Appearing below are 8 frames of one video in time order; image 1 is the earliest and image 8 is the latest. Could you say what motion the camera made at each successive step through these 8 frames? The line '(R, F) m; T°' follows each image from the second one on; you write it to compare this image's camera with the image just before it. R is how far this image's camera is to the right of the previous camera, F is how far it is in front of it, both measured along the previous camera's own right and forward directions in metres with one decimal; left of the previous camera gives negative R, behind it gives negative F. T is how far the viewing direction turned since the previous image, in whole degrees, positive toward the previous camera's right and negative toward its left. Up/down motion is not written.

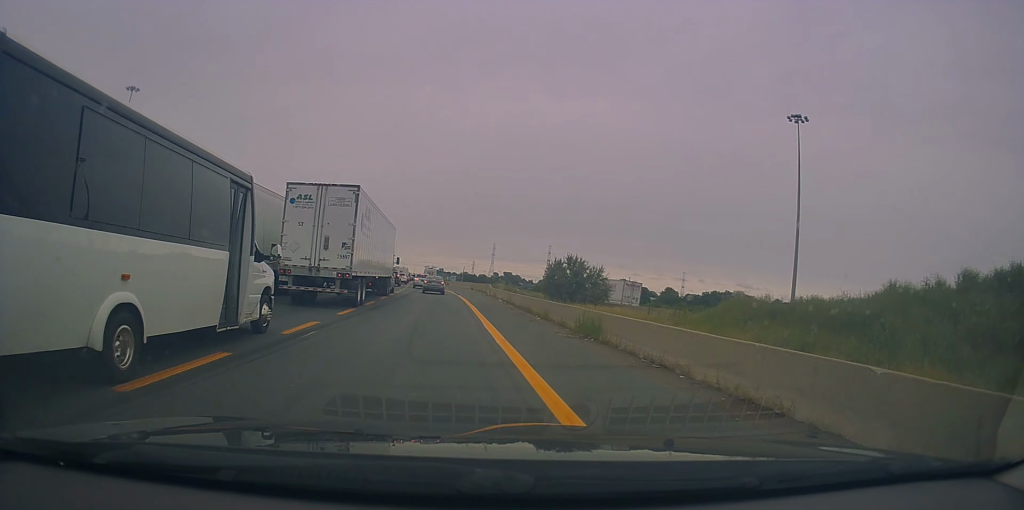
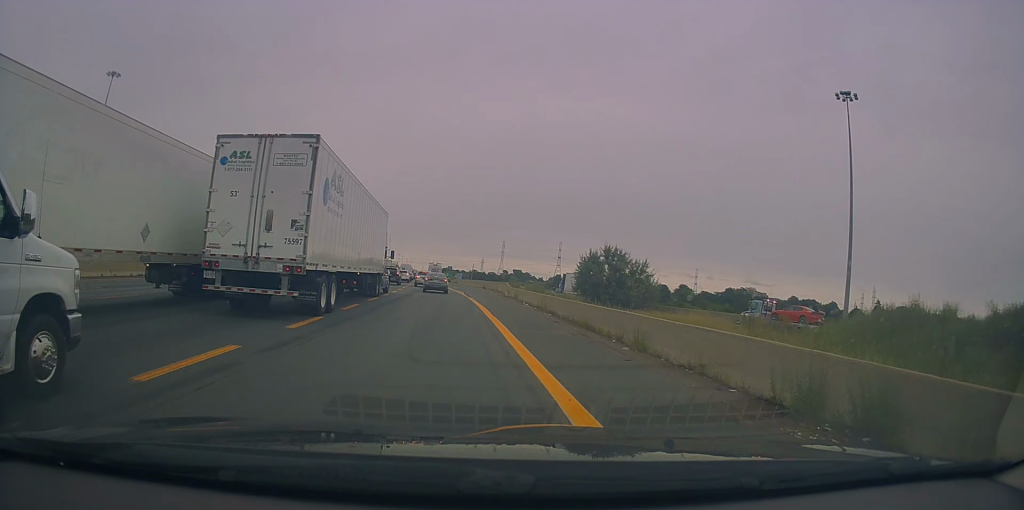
(+0.1, +11.3) m; -1°
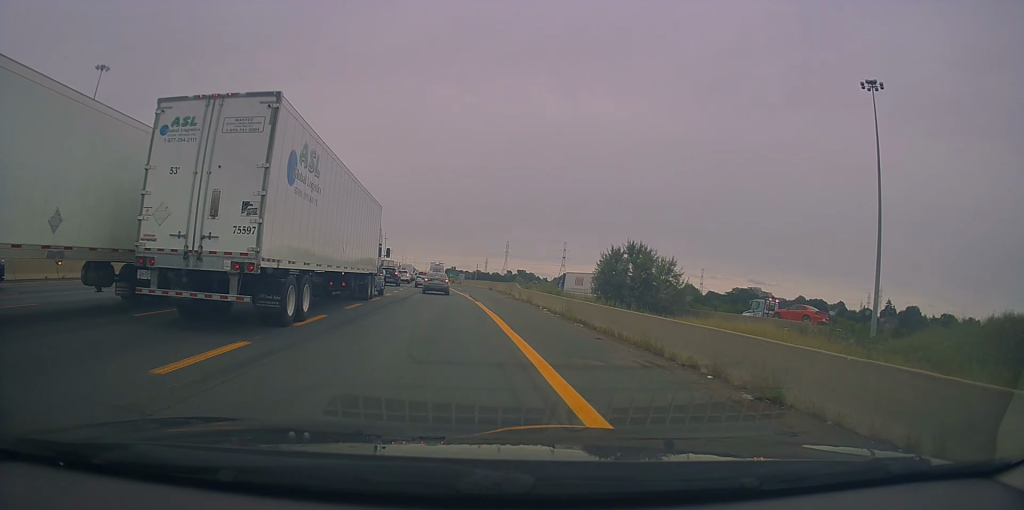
(-0.3, +5.4) m; -1°
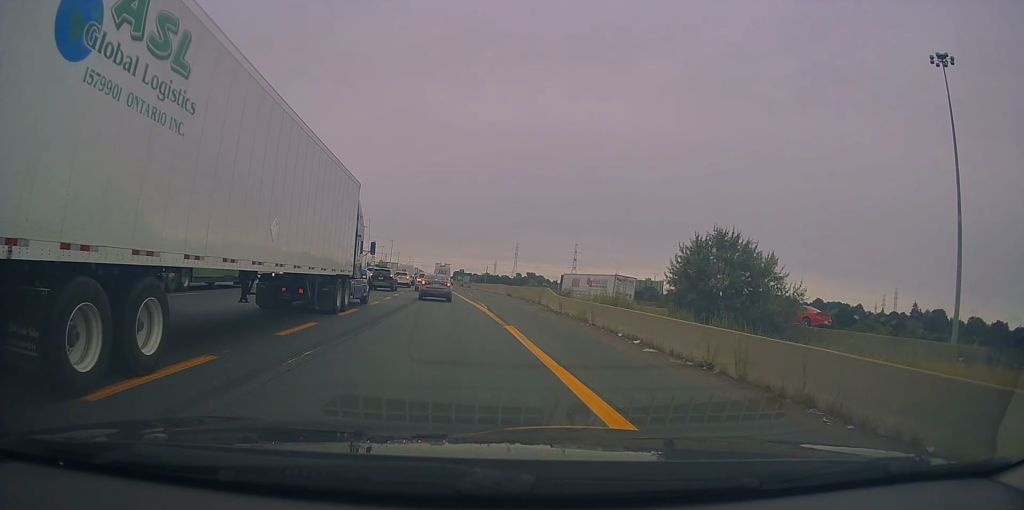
(0.0, +13.4) m; +1°
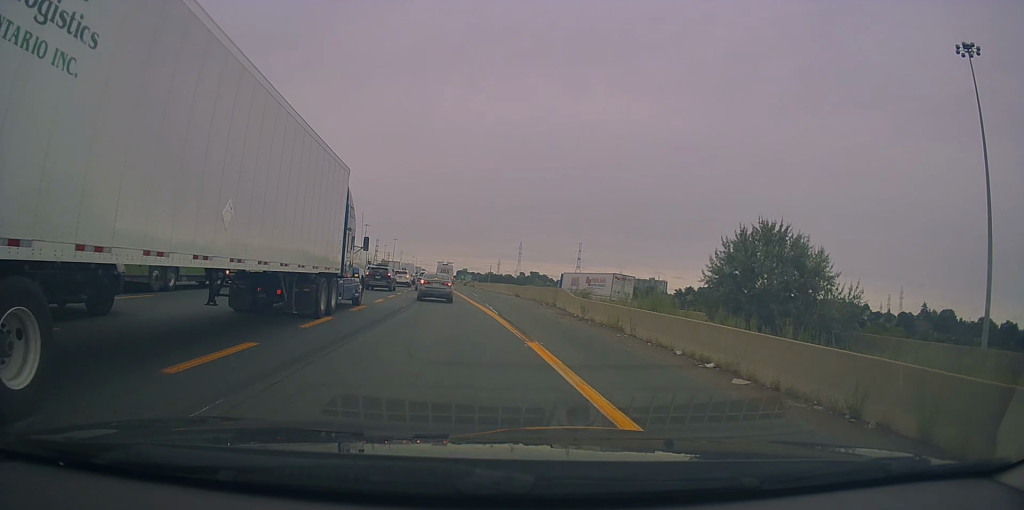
(+0.1, +4.2) m; -1°
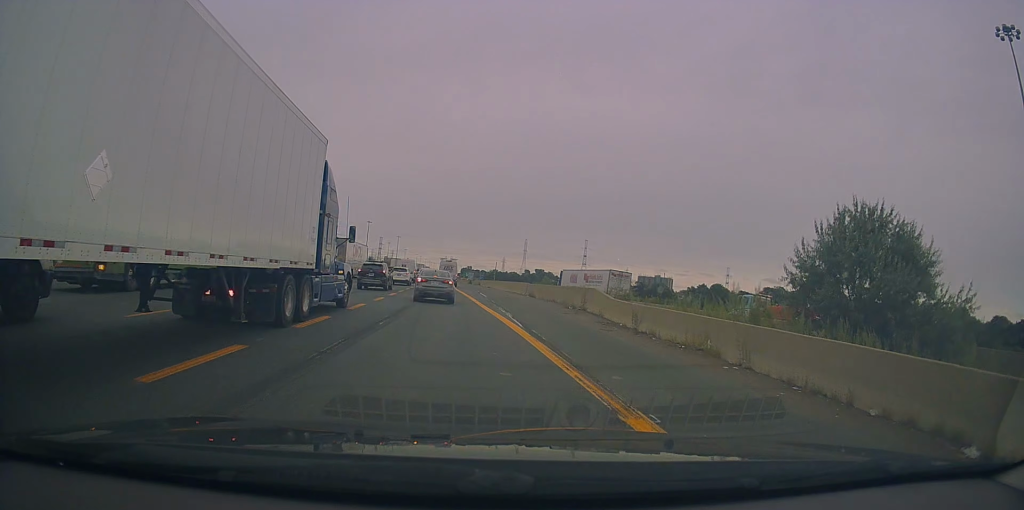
(+0.1, +6.5) m; -2°
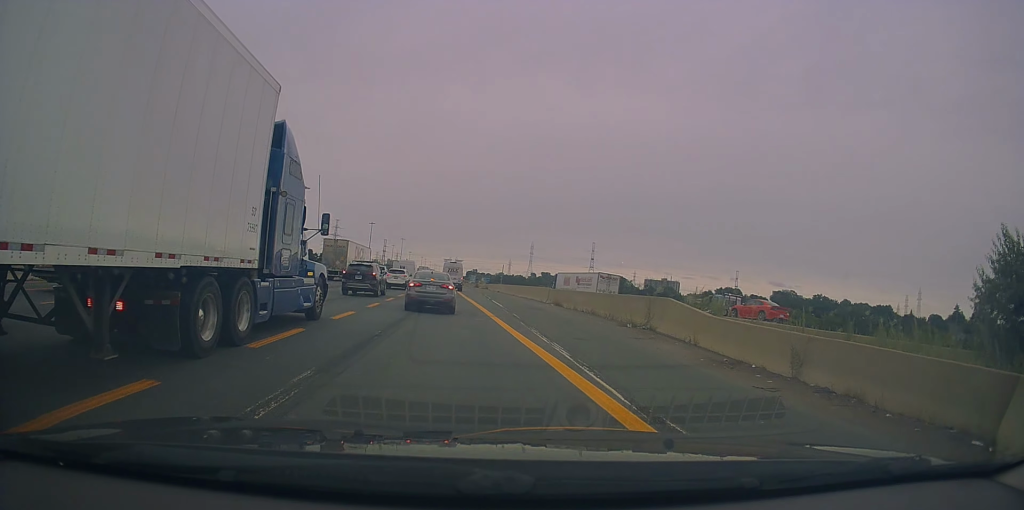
(-0.4, +9.0) m; 0°
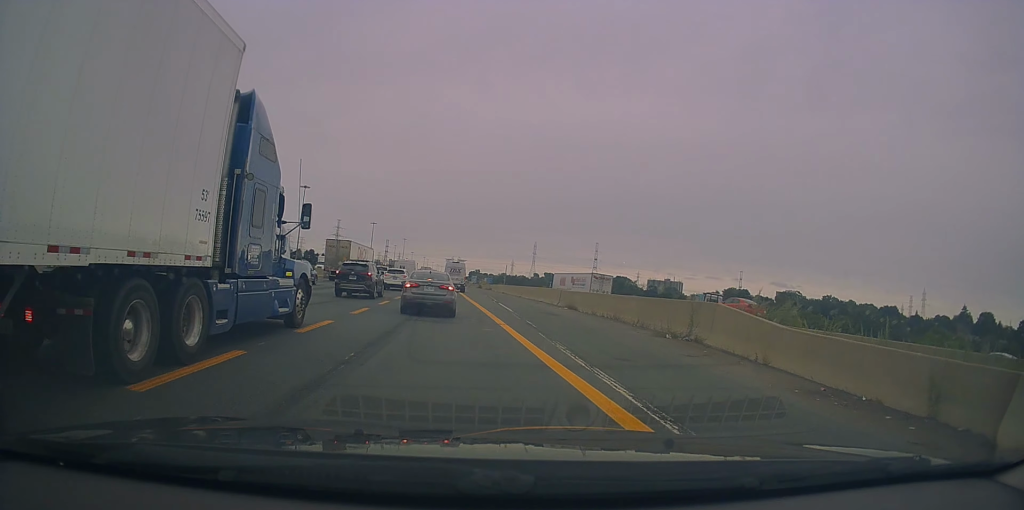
(+0.2, +3.7) m; +3°
